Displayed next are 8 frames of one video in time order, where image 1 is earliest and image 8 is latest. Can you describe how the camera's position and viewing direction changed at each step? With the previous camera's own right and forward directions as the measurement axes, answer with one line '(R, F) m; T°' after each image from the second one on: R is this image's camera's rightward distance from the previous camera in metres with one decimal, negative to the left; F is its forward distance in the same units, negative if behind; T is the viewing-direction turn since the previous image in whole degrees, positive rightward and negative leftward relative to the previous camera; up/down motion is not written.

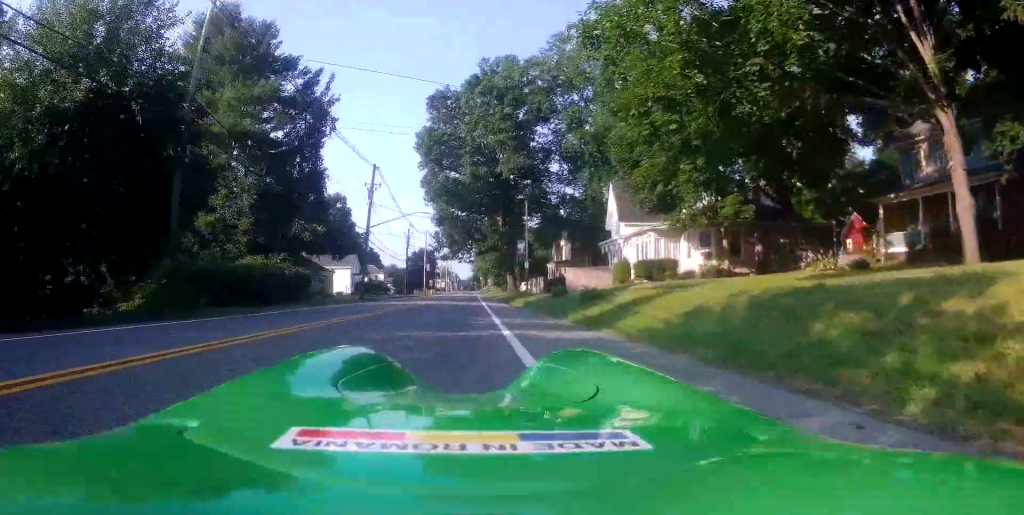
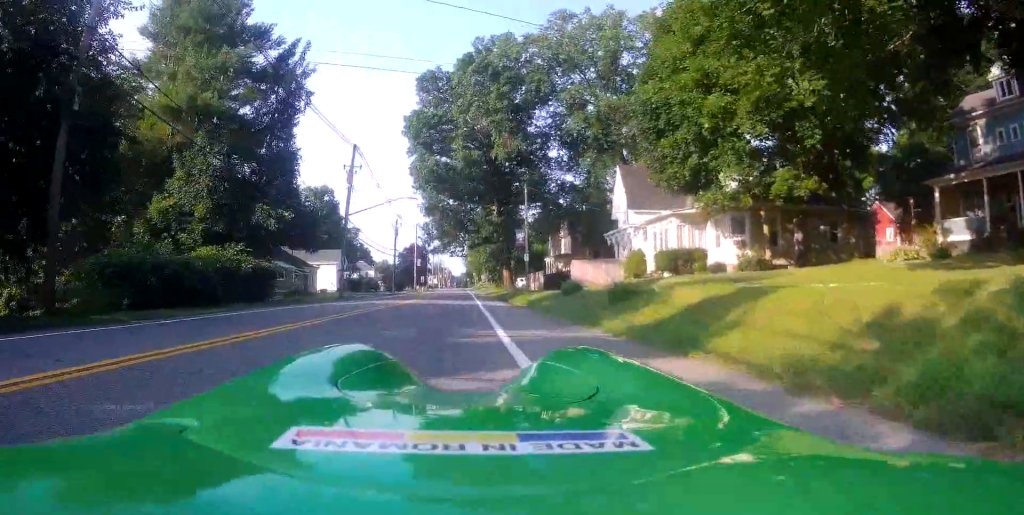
(0.0, +5.7) m; +1°
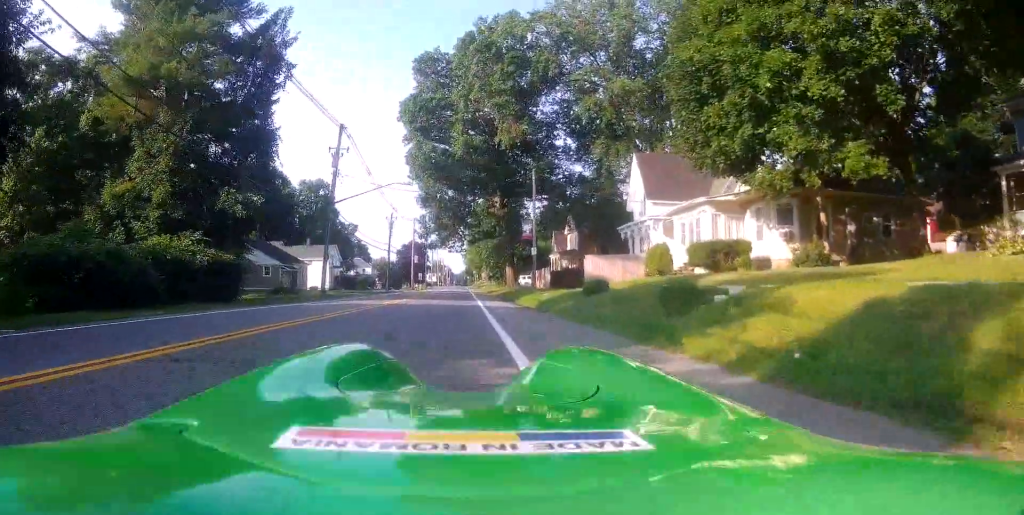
(0.0, +4.8) m; 0°
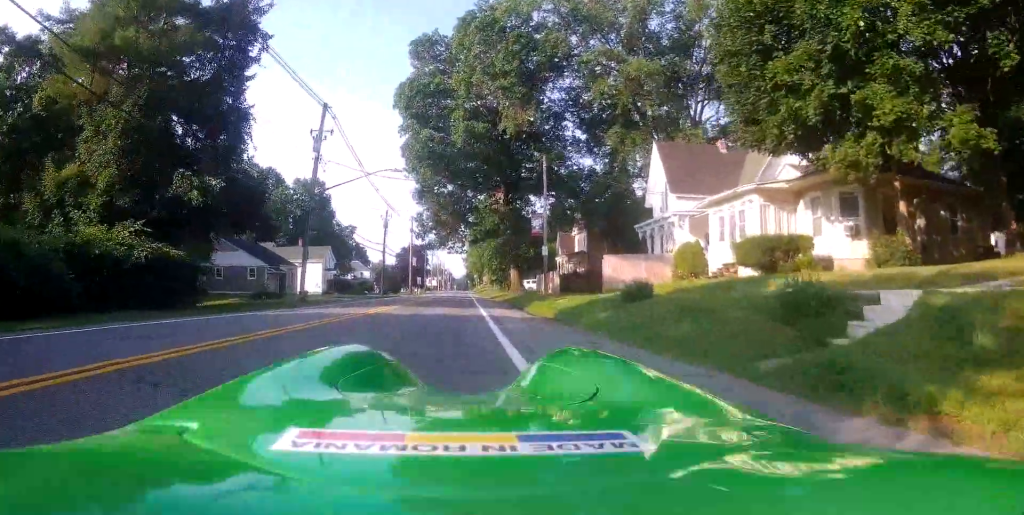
(0.0, +5.2) m; -1°
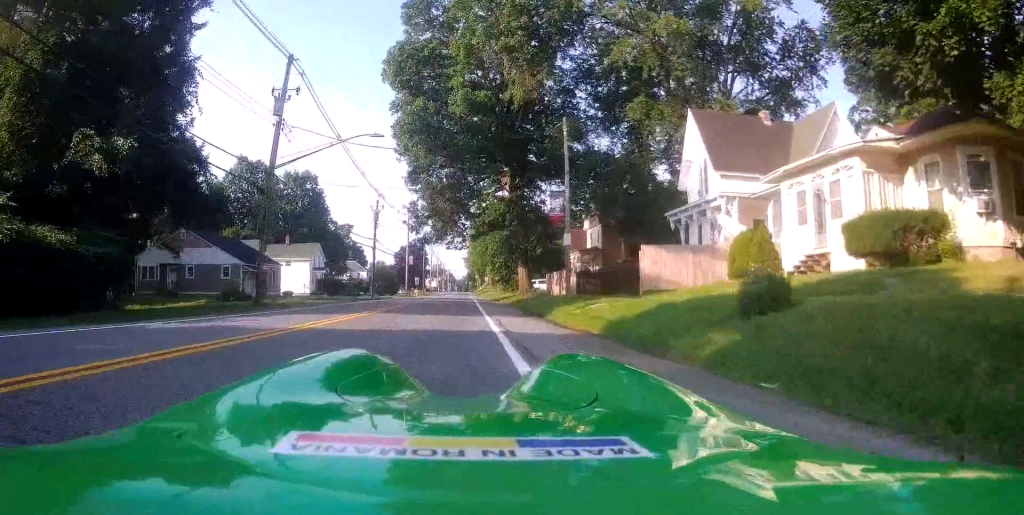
(-0.2, +7.2) m; 0°
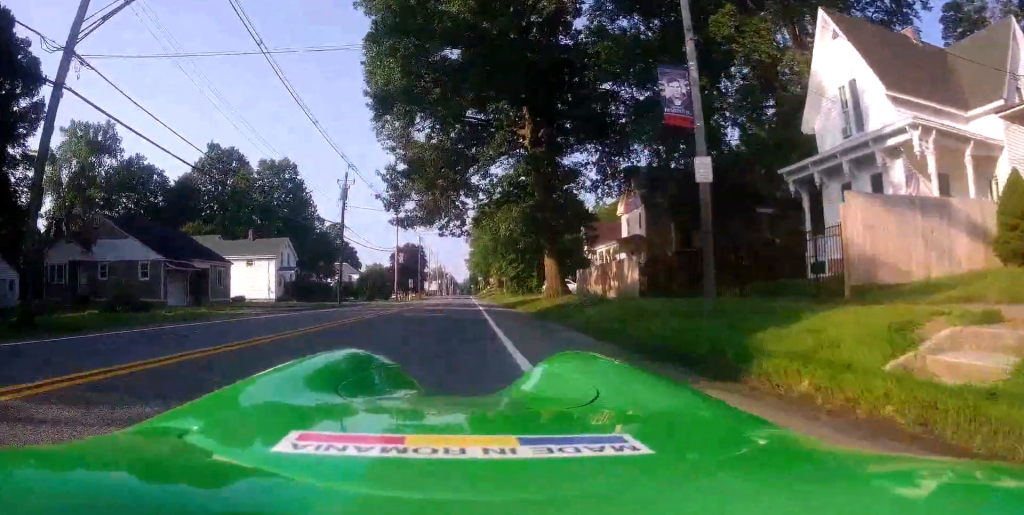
(+1.1, +14.2) m; +2°
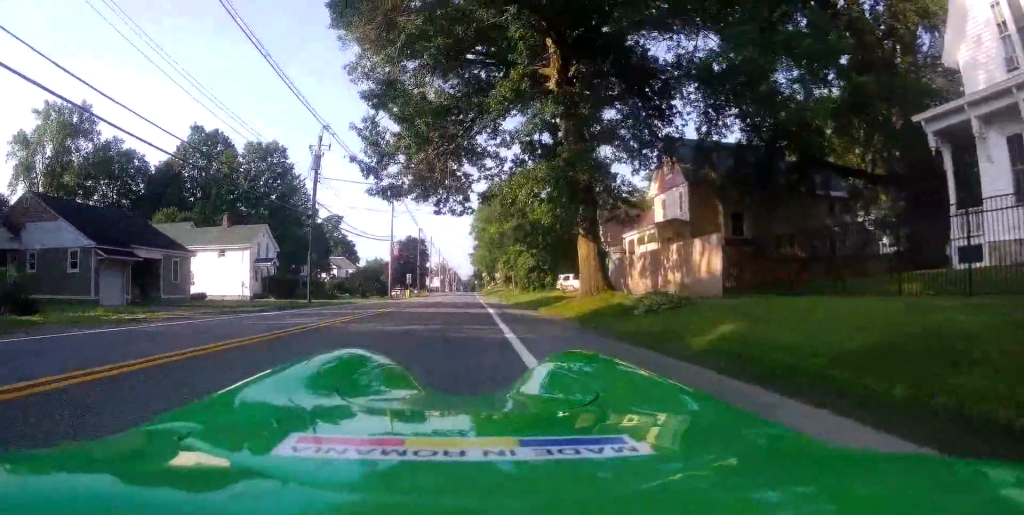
(-0.5, +8.3) m; -2°
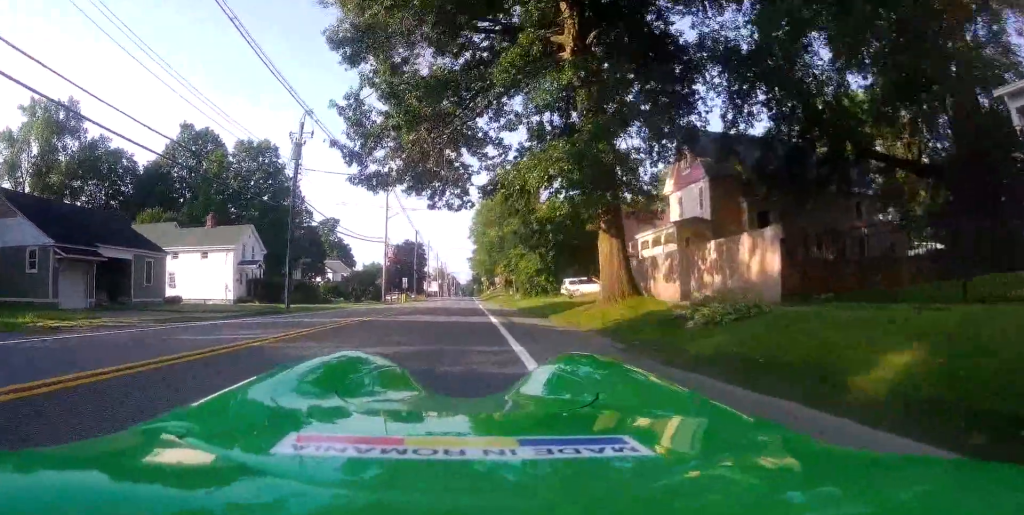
(0.0, +3.7) m; +1°
